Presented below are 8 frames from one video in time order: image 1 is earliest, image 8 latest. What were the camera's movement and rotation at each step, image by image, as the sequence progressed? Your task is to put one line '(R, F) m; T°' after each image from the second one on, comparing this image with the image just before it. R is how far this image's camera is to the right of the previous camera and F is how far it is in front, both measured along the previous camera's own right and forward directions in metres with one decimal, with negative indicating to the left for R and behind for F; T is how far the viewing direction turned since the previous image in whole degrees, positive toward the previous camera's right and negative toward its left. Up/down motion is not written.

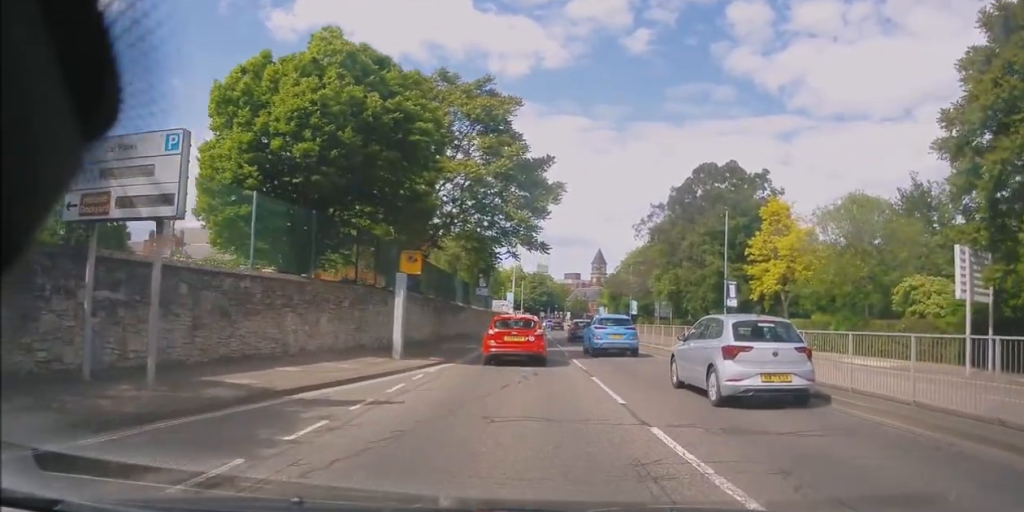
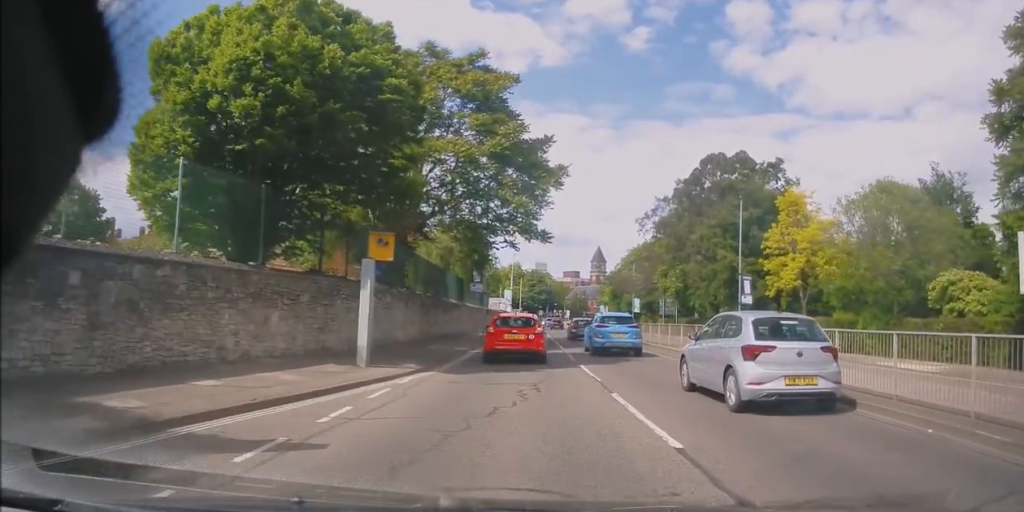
(-0.2, +3.3) m; -1°
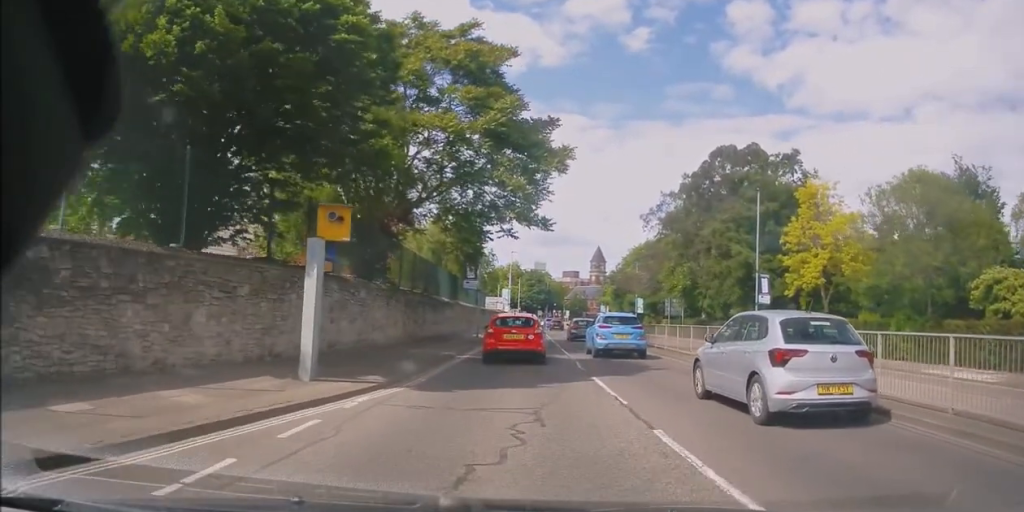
(+0.2, +3.5) m; 0°
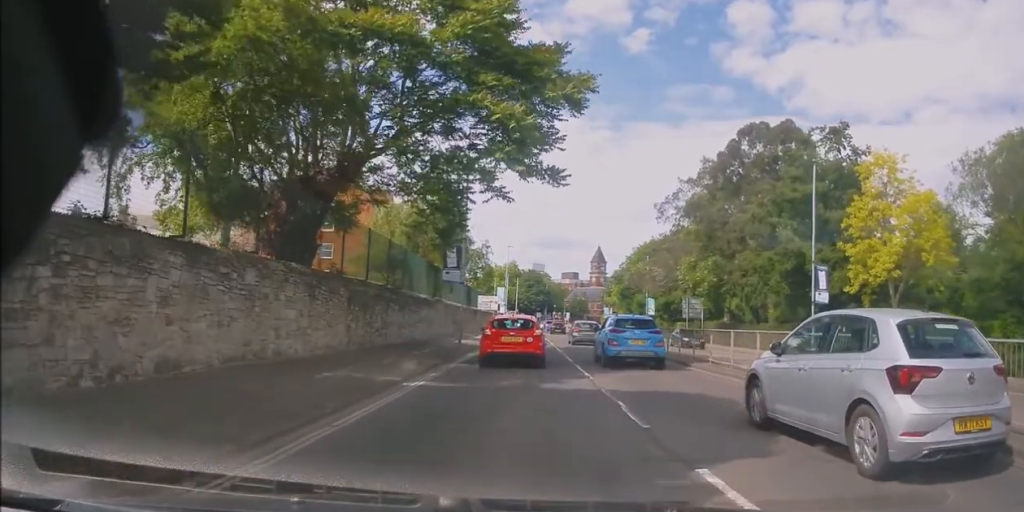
(-0.1, +7.6) m; +1°
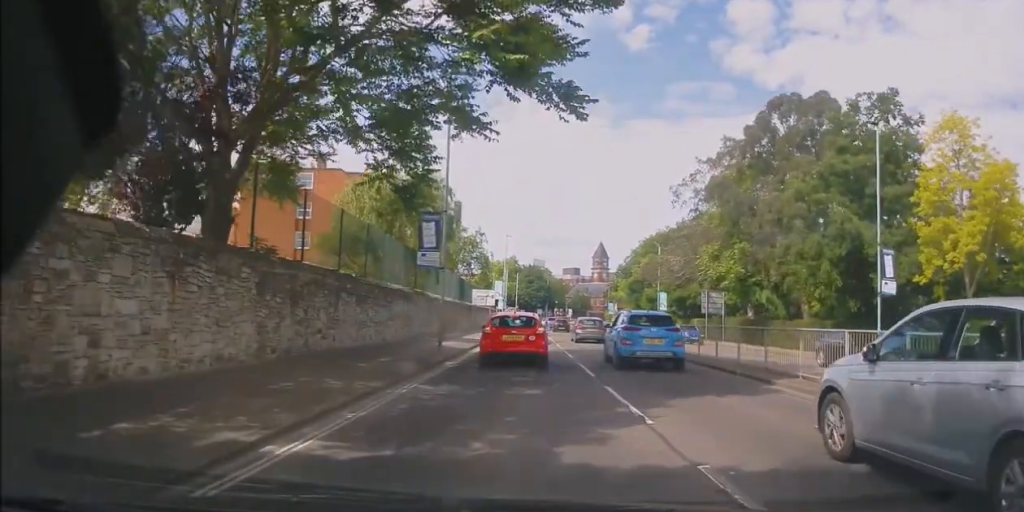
(-0.1, +6.0) m; 0°
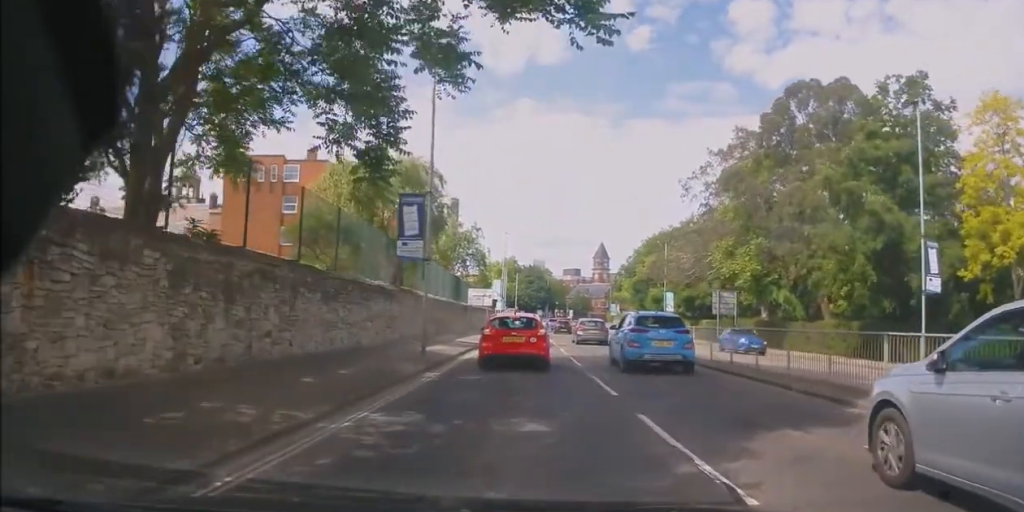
(+0.1, +3.2) m; 0°
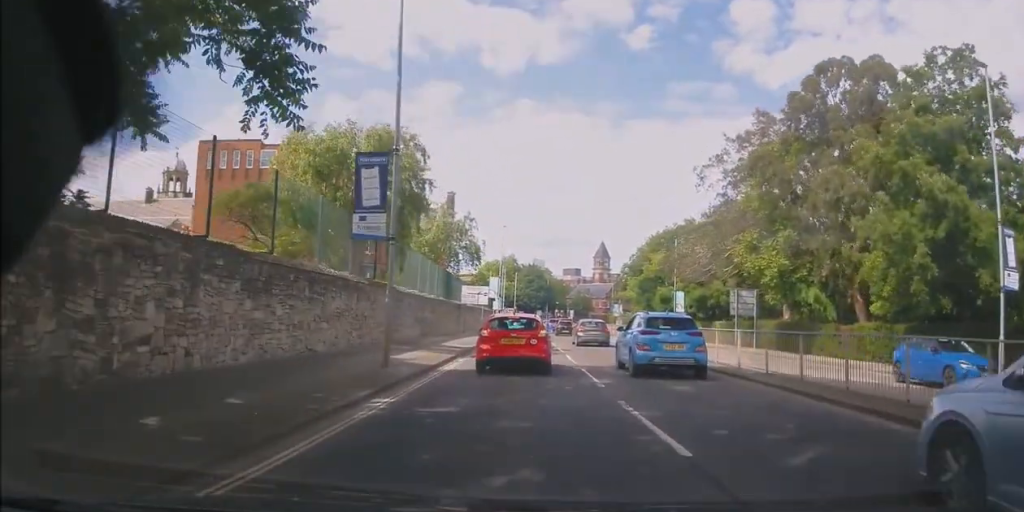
(0.0, +4.6) m; -2°
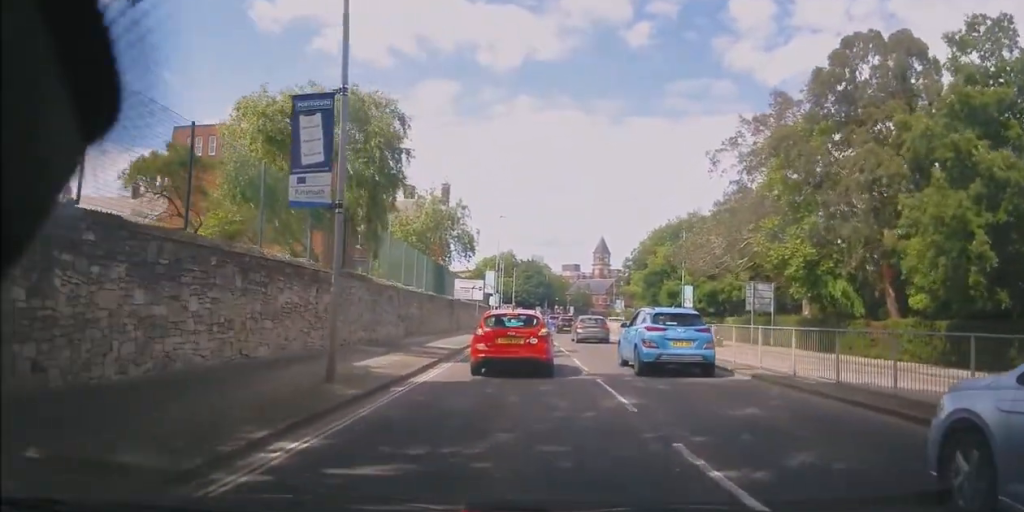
(-0.1, +3.6) m; -2°
